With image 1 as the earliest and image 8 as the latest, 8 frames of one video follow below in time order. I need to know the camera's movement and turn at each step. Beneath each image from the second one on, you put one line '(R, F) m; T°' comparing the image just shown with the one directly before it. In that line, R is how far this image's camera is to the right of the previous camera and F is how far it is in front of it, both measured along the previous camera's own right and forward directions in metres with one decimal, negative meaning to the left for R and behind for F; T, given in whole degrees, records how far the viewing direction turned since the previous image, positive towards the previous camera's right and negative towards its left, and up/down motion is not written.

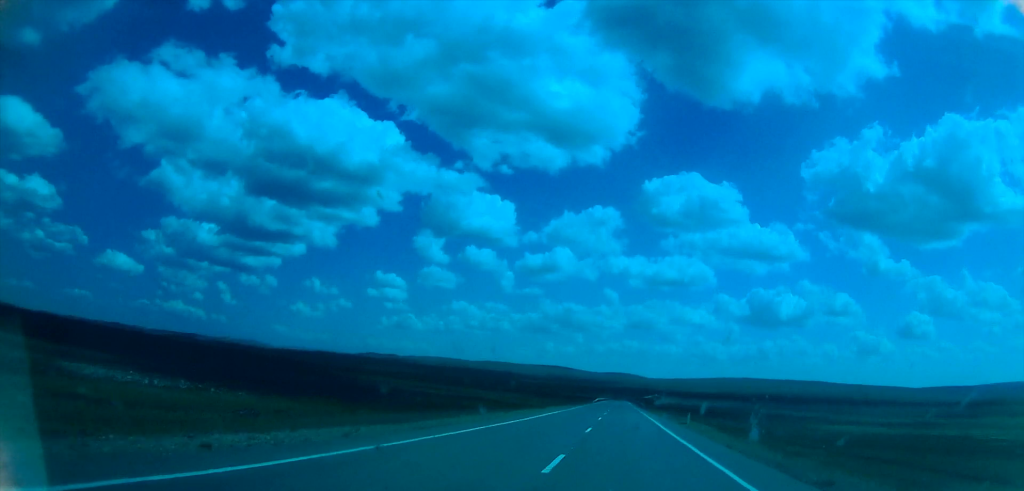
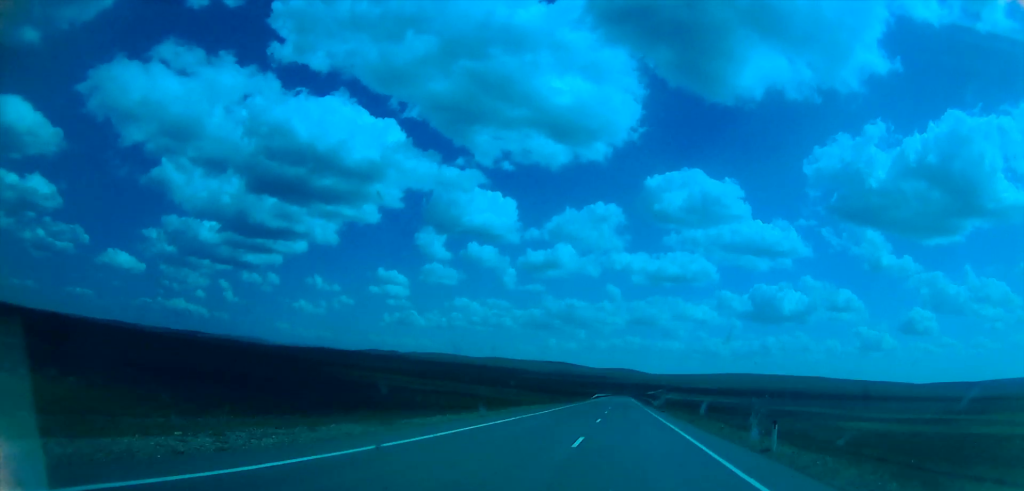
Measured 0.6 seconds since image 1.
(-0.6, +19.5) m; -1°
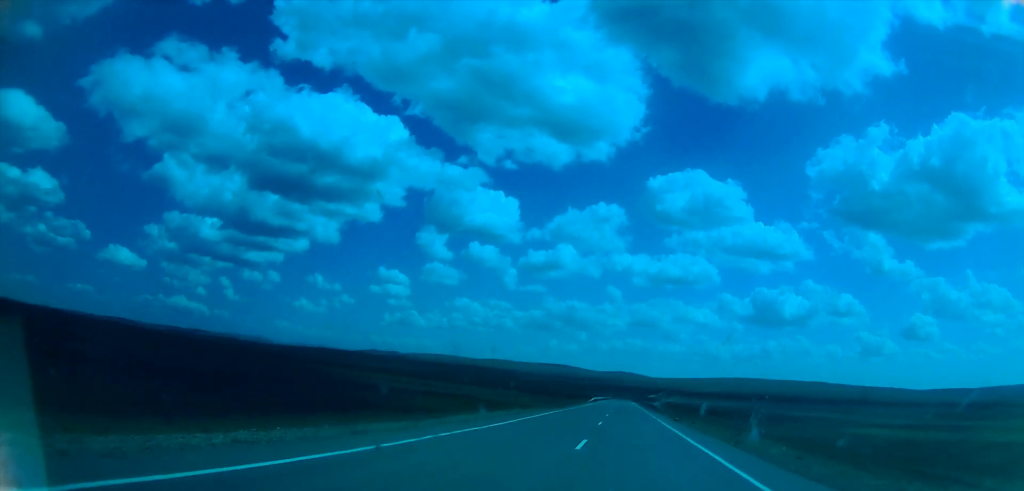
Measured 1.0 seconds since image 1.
(+0.1, +12.2) m; 0°
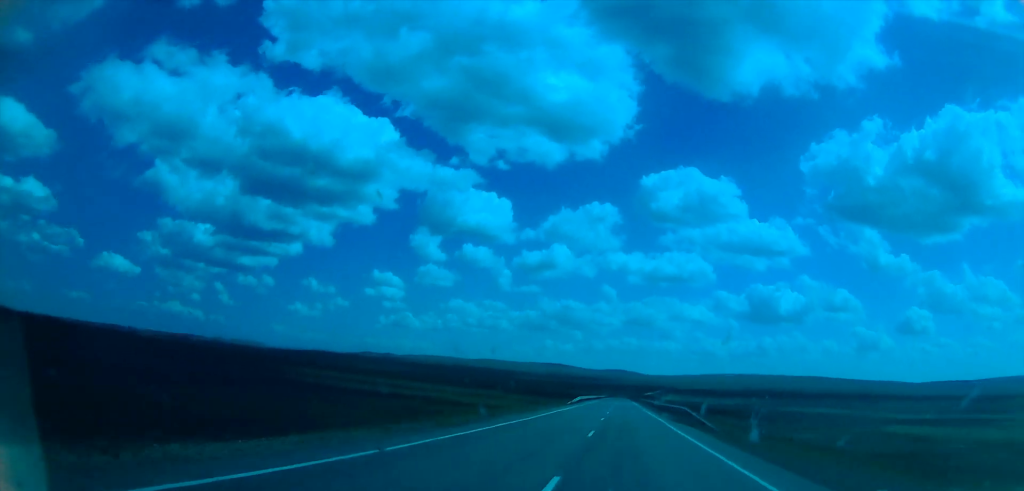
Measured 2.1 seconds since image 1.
(+0.1, +31.5) m; 0°
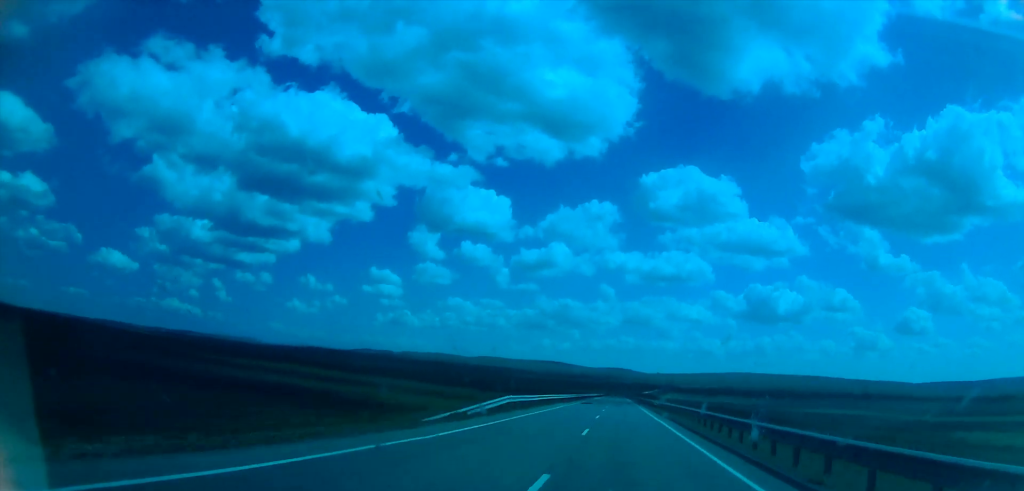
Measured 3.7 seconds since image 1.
(+0.2, +48.3) m; -1°
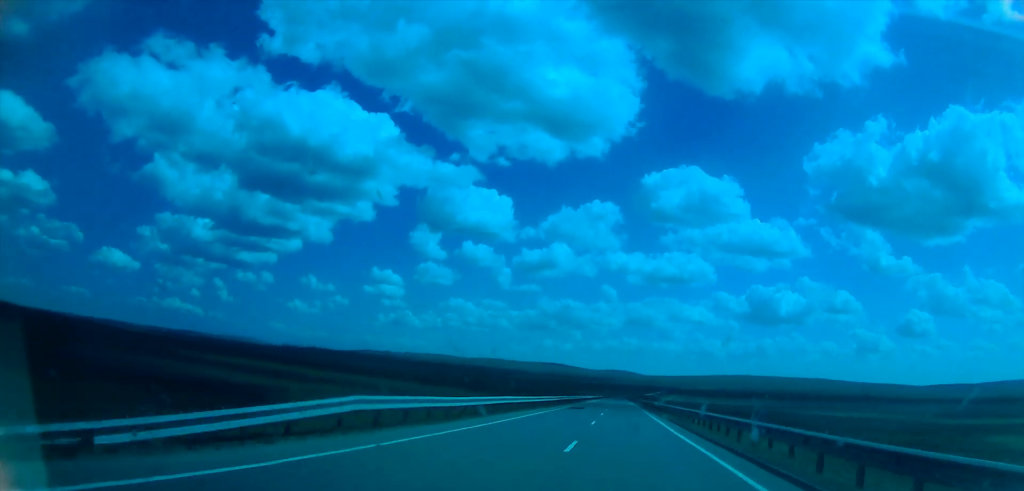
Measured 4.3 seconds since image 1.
(-0.6, +17.9) m; 0°
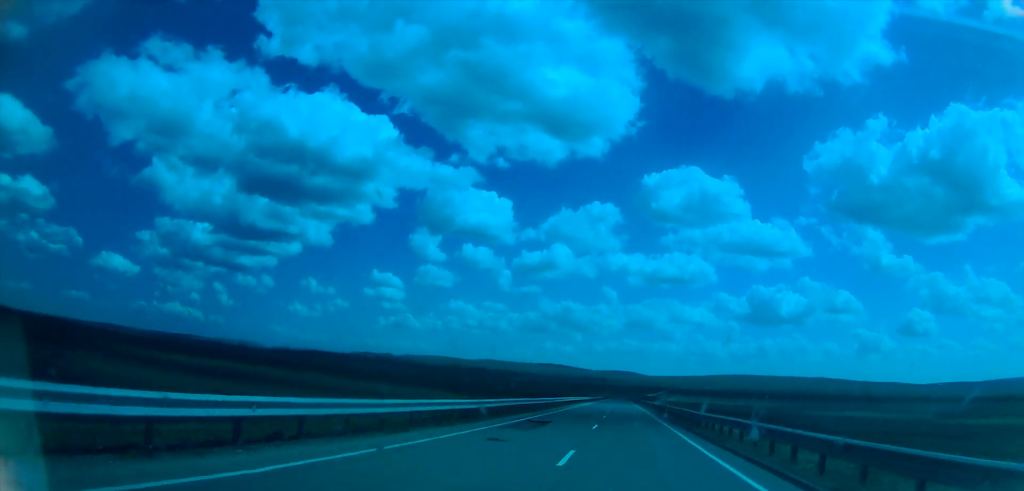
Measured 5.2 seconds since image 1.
(+0.1, +26.6) m; +1°
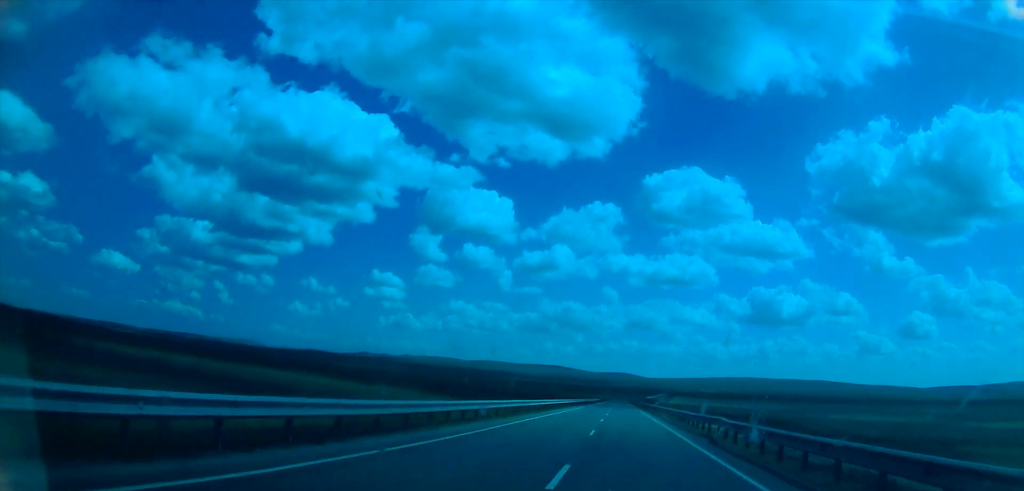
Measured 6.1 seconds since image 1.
(+0.5, +27.1) m; +1°
